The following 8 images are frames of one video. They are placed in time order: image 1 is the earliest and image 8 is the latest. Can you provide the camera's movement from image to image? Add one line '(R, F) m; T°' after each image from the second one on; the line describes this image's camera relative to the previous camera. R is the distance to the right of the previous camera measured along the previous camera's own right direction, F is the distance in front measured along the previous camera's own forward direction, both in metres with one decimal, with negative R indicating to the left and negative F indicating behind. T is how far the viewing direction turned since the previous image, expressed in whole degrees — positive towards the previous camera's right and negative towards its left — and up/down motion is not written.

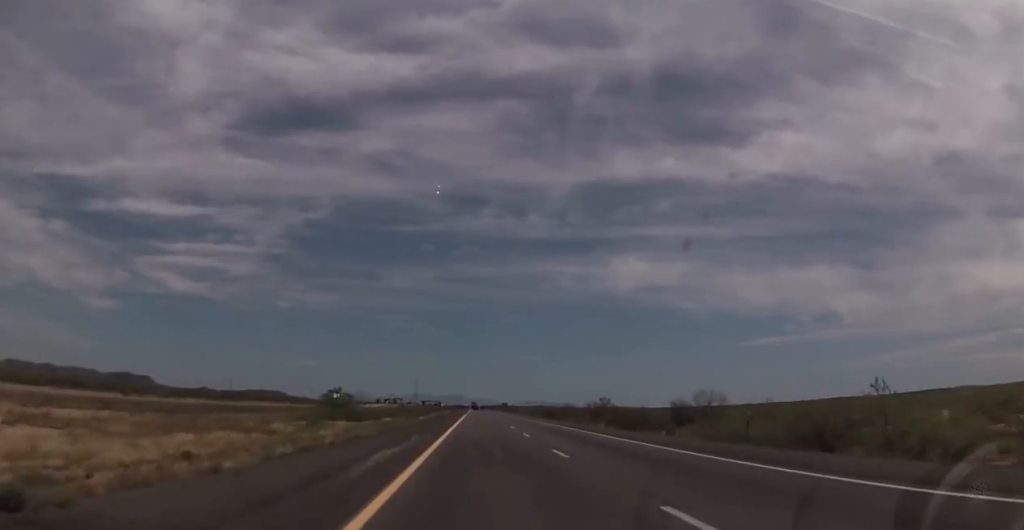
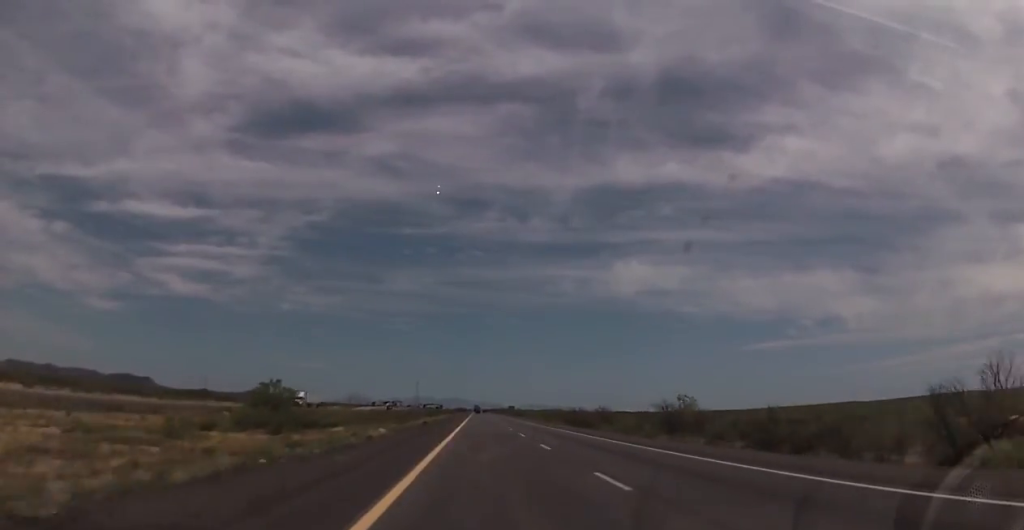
(-0.1, +31.0) m; 0°
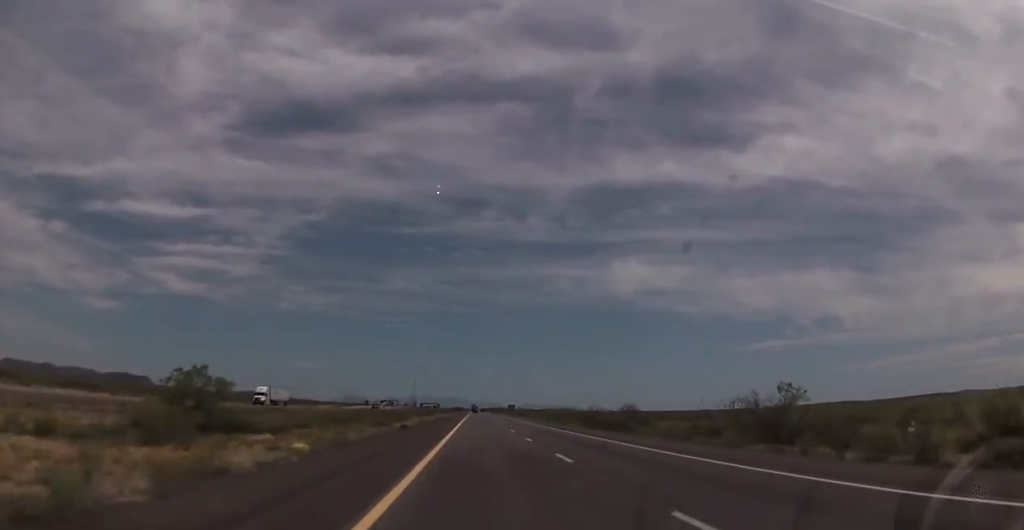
(-0.2, +18.0) m; 0°
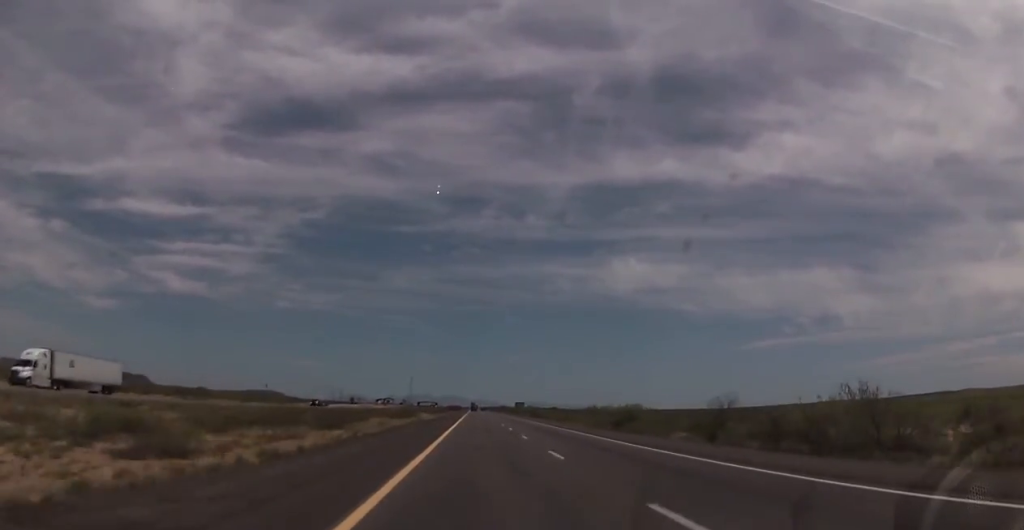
(+0.6, +48.2) m; 0°
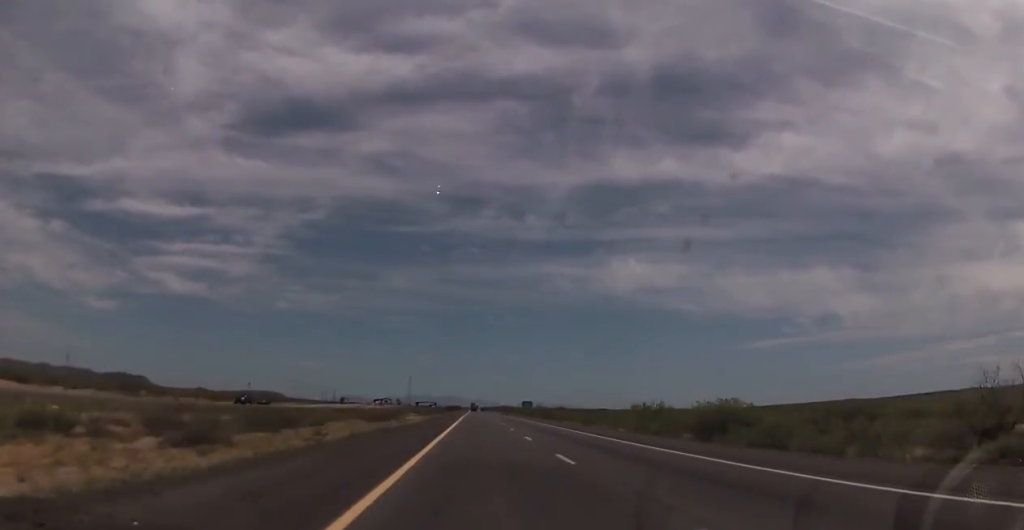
(0.0, +26.6) m; -1°
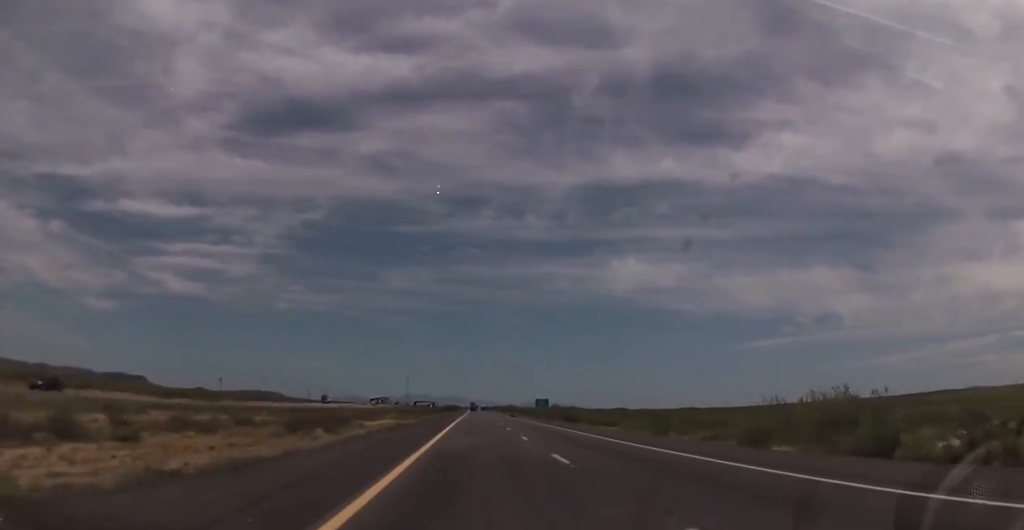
(-0.4, +36.2) m; 0°
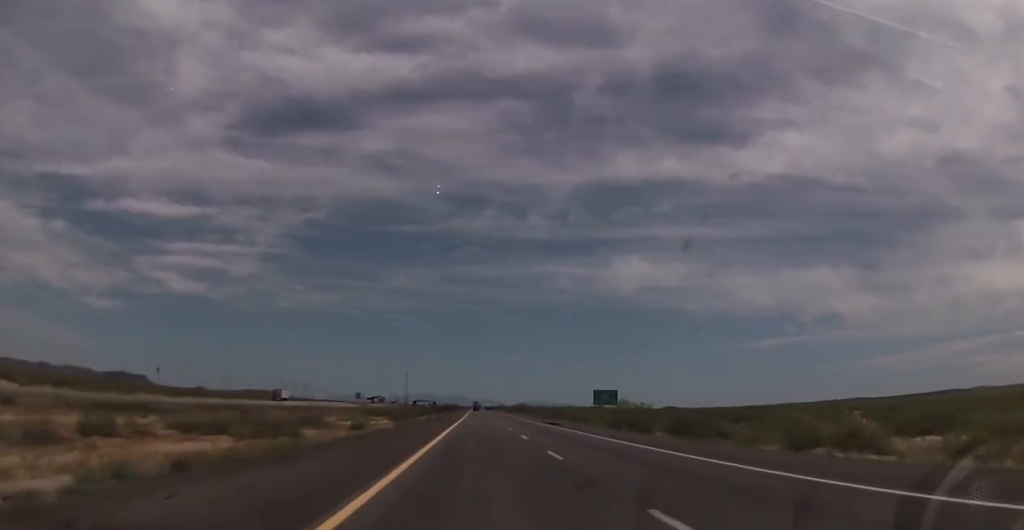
(+0.2, +59.2) m; 0°
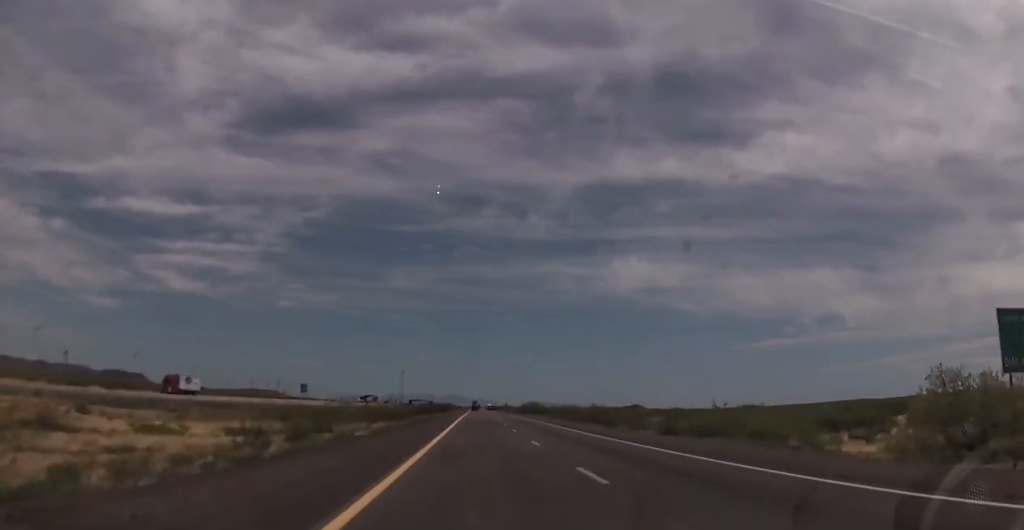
(+0.6, +54.7) m; +1°
